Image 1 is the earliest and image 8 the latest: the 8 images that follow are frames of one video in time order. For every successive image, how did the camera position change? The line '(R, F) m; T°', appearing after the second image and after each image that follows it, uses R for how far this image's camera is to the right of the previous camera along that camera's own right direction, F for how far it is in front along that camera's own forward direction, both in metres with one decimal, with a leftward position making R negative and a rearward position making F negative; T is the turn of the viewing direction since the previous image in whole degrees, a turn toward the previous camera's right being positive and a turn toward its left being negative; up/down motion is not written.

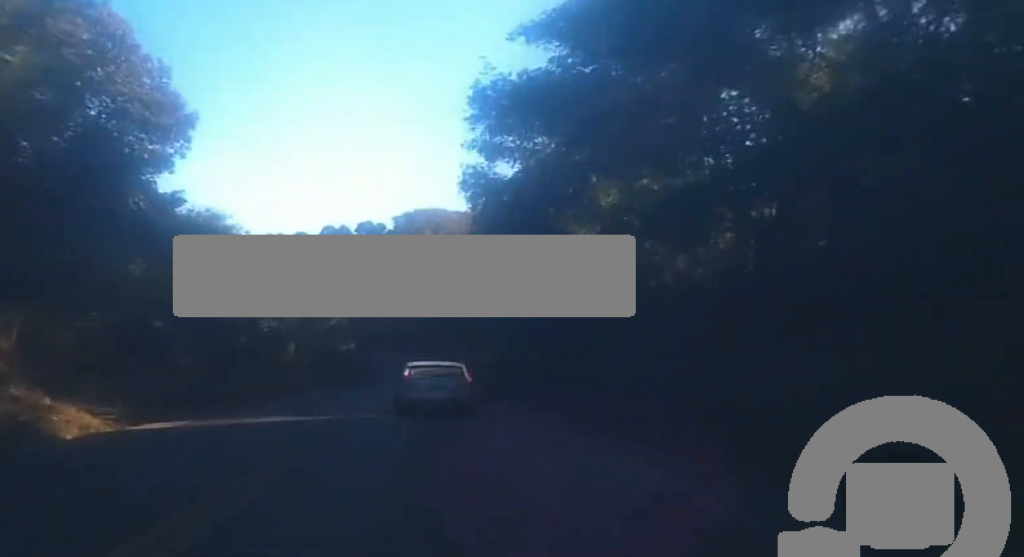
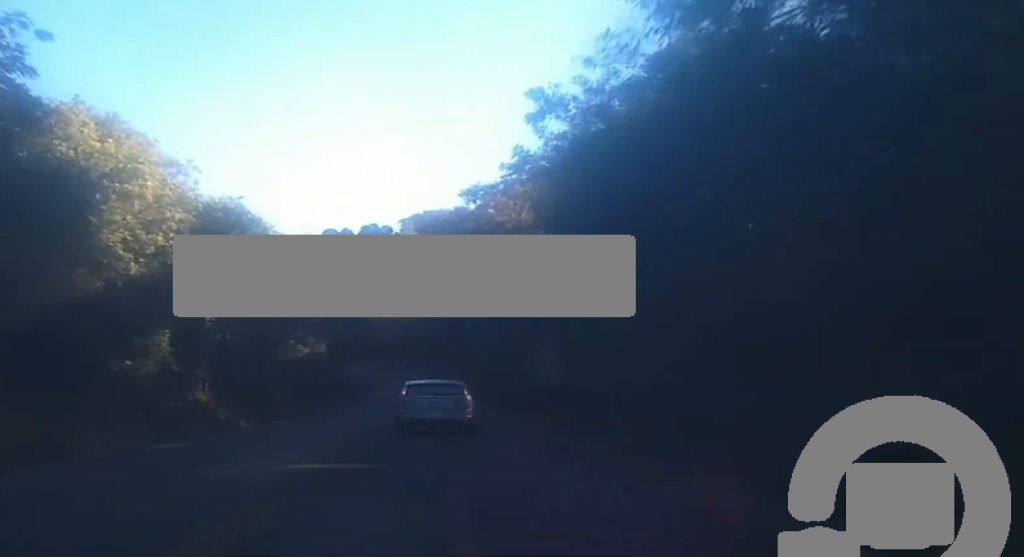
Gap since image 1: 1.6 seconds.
(-0.4, +33.5) m; 0°
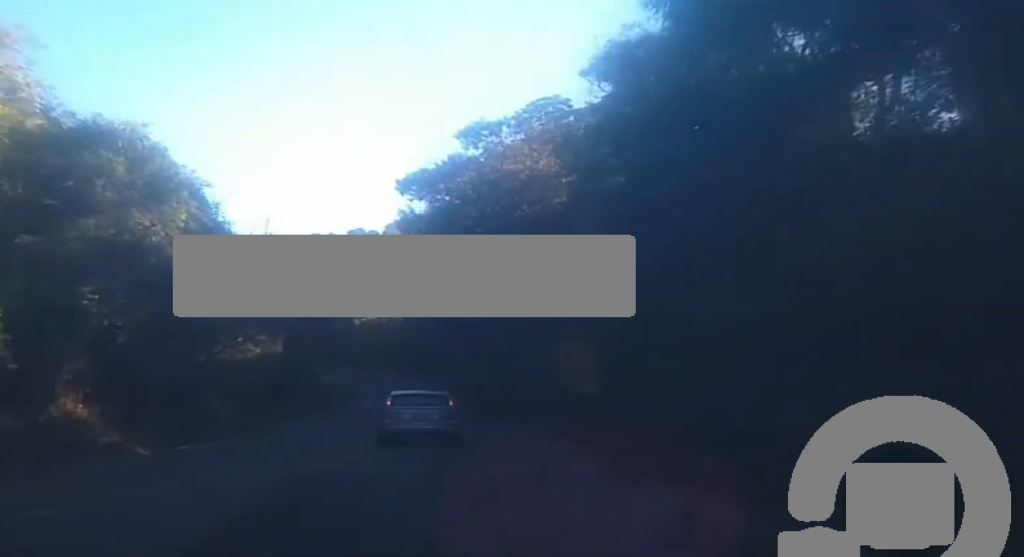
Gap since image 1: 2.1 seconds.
(+0.2, +11.4) m; +1°
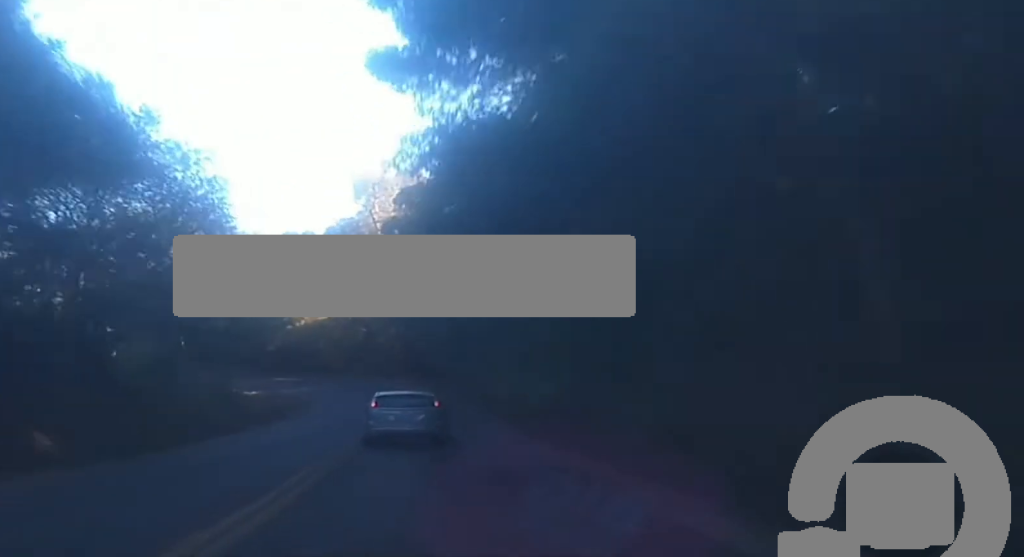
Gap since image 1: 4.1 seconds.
(-0.3, +42.9) m; -2°
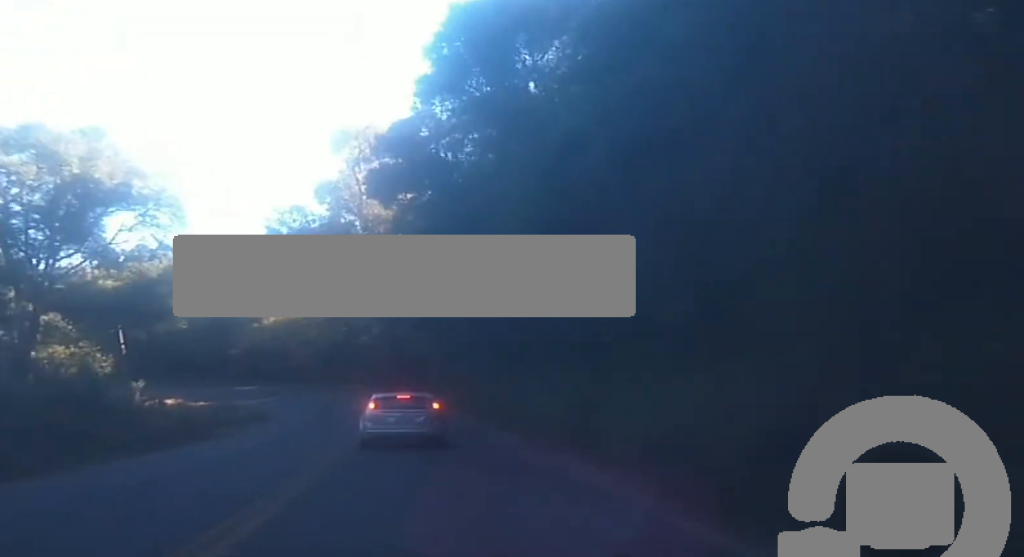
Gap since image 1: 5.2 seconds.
(-0.1, +22.0) m; -1°
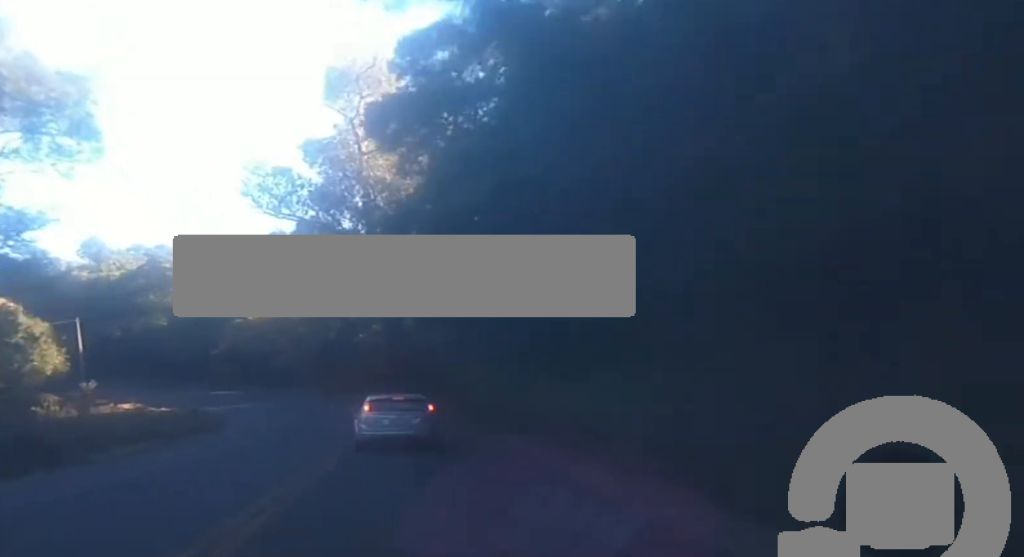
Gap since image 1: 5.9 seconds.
(-0.1, +15.4) m; -1°
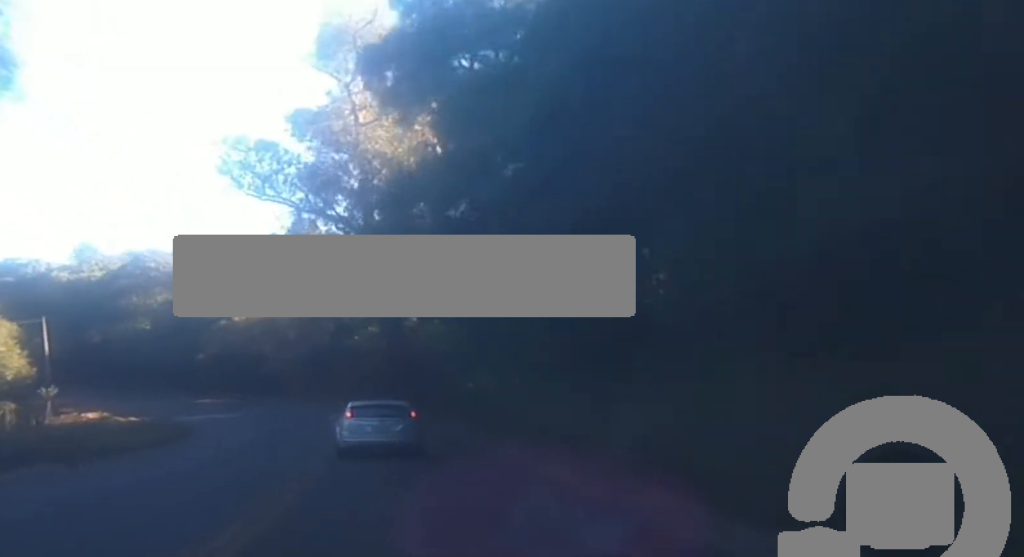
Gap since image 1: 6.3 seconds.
(-0.2, +8.3) m; 0°
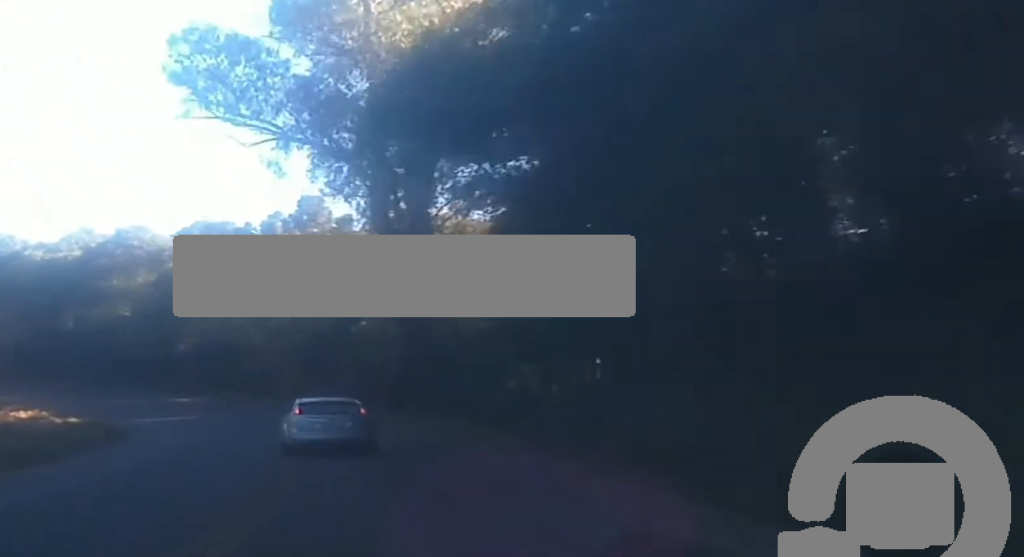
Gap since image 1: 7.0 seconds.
(0.0, +14.4) m; 0°
